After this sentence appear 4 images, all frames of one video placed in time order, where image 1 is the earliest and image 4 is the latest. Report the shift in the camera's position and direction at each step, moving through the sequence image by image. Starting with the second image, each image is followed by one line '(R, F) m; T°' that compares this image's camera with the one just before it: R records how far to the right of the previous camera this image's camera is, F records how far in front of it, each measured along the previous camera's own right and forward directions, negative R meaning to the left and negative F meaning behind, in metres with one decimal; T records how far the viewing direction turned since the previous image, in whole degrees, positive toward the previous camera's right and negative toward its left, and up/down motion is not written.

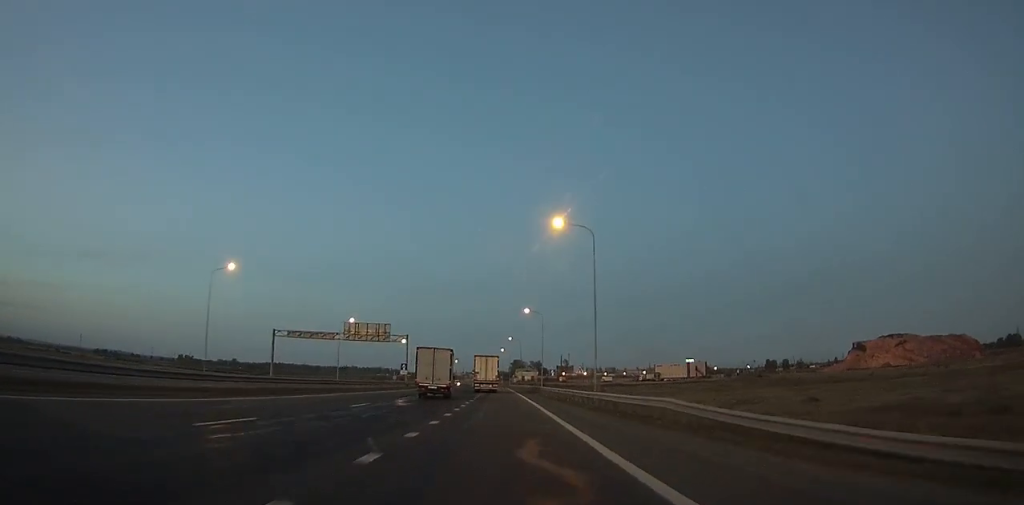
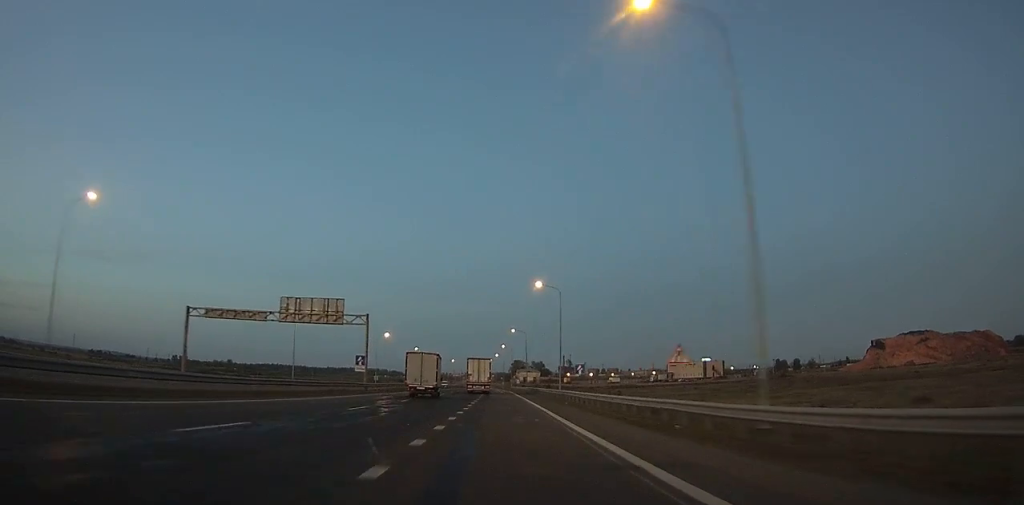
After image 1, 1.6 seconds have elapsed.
(+0.7, +24.1) m; +2°
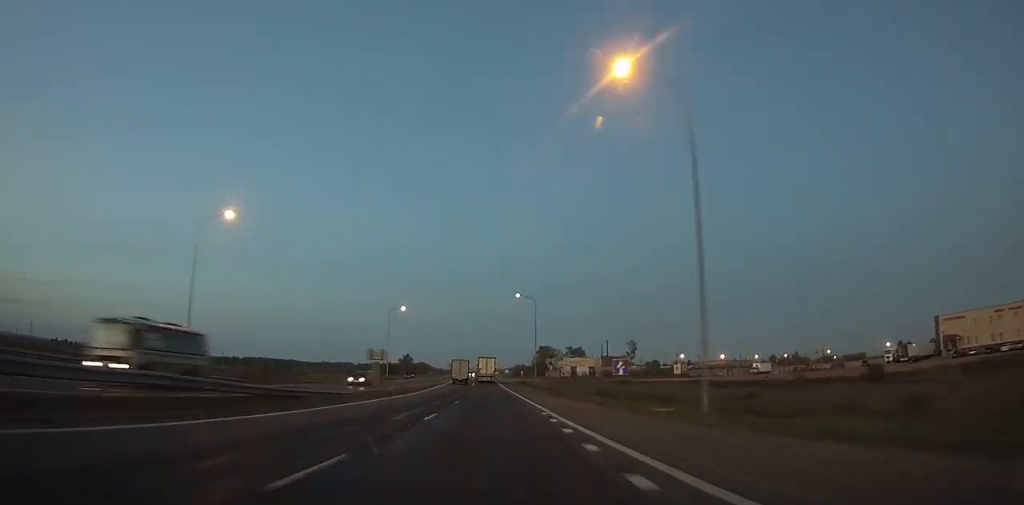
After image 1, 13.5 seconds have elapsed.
(-4.1, +195.3) m; -2°
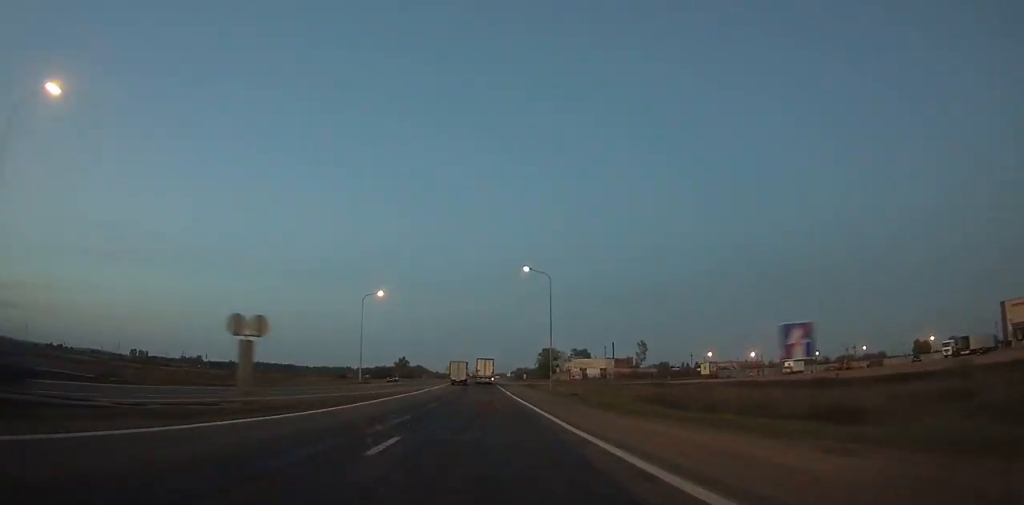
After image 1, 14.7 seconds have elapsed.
(0.0, +21.3) m; 0°
